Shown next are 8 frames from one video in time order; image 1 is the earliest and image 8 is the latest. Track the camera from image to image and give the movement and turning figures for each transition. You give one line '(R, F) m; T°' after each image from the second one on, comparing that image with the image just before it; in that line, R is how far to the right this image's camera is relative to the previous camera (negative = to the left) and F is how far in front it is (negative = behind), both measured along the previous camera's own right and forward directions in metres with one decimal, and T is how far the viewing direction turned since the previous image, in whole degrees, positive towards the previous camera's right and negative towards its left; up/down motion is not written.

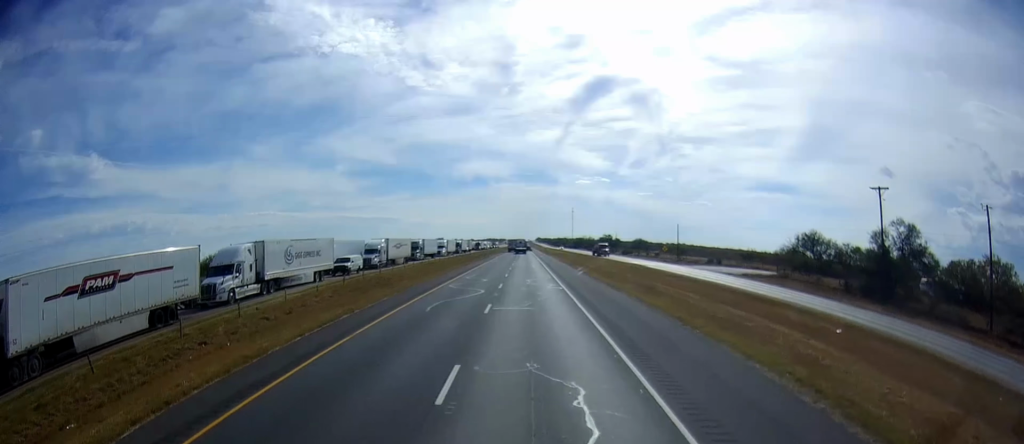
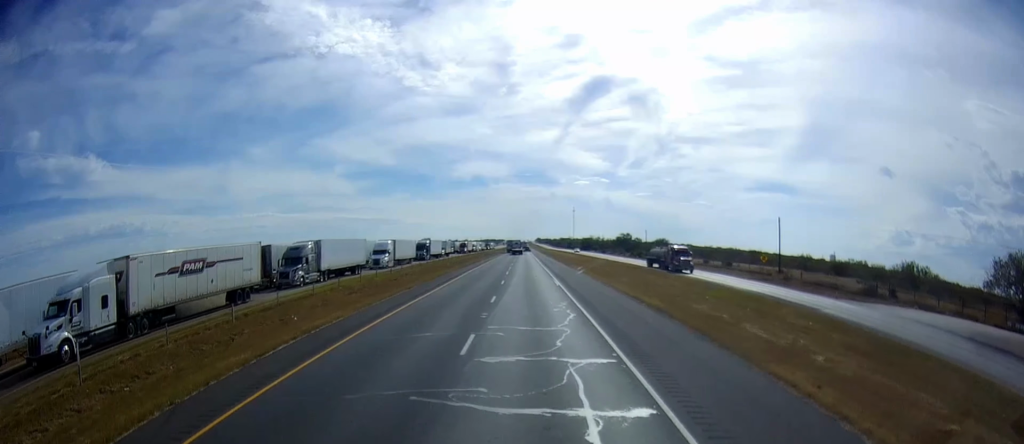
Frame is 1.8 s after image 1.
(-0.5, +56.0) m; -1°
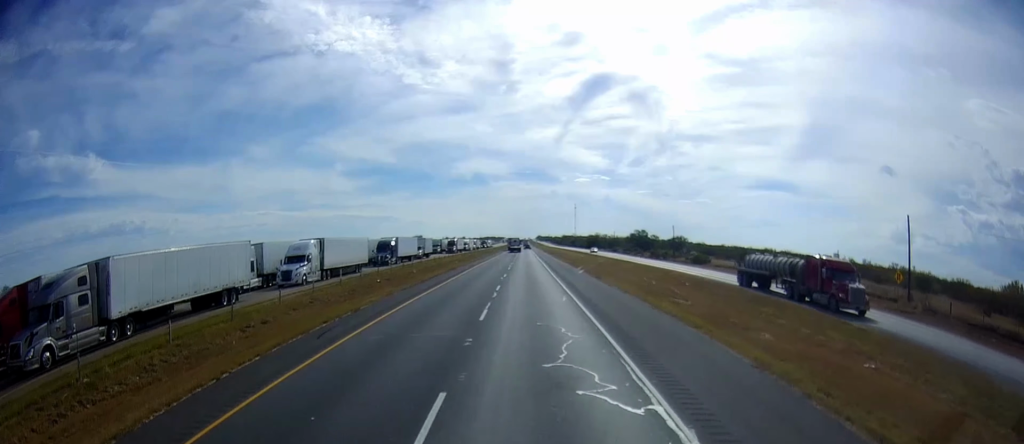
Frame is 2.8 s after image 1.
(-0.3, +30.5) m; -1°
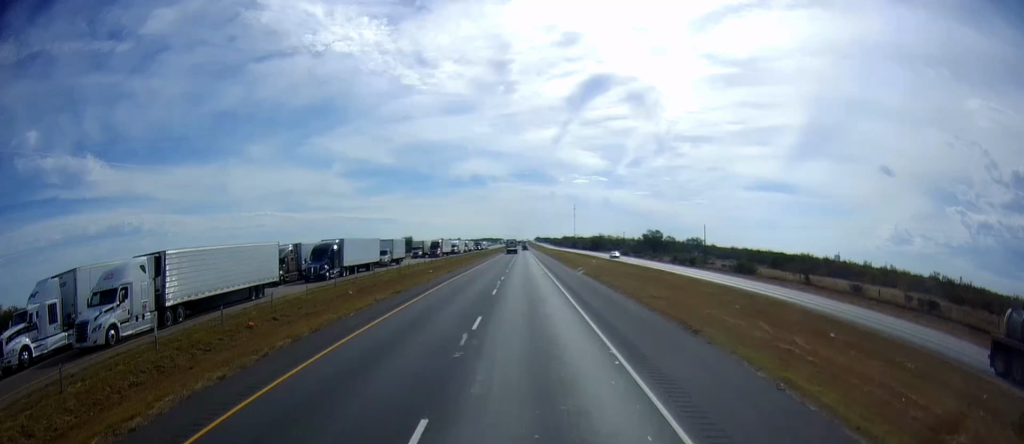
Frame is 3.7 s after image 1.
(-0.5, +25.5) m; +1°
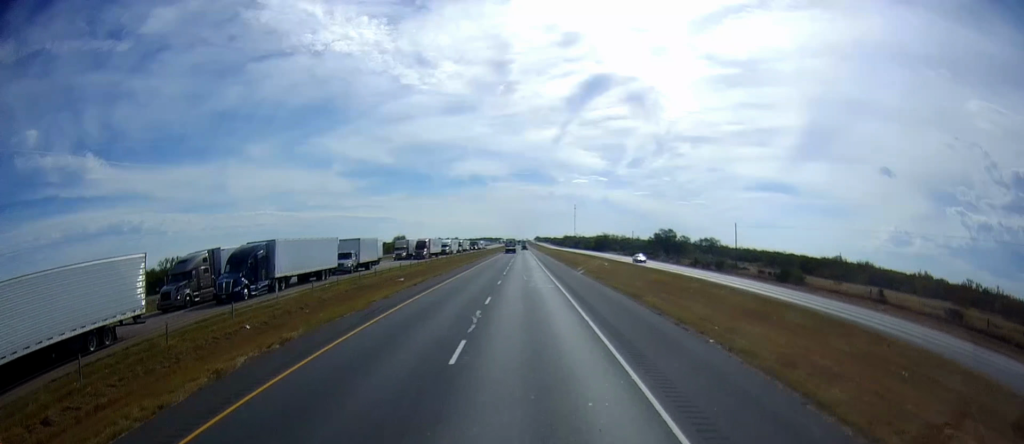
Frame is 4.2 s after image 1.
(+0.7, +17.3) m; +1°
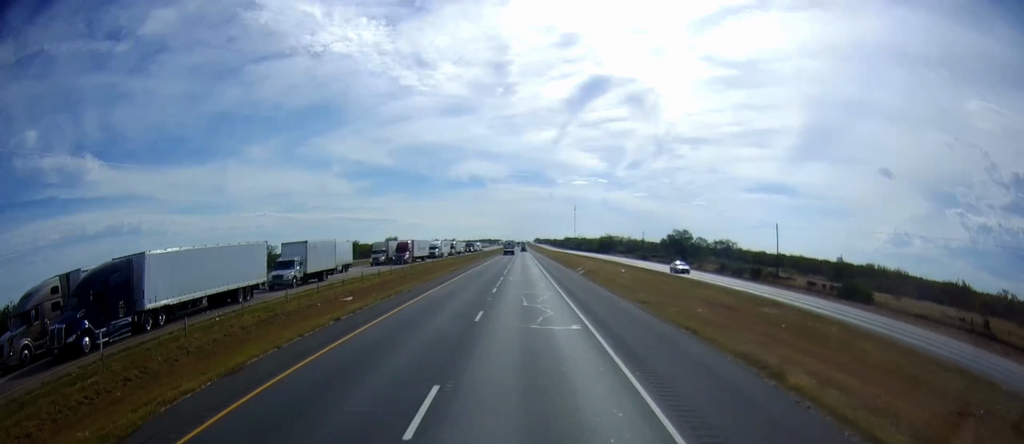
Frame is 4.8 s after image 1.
(+0.2, +16.8) m; 0°
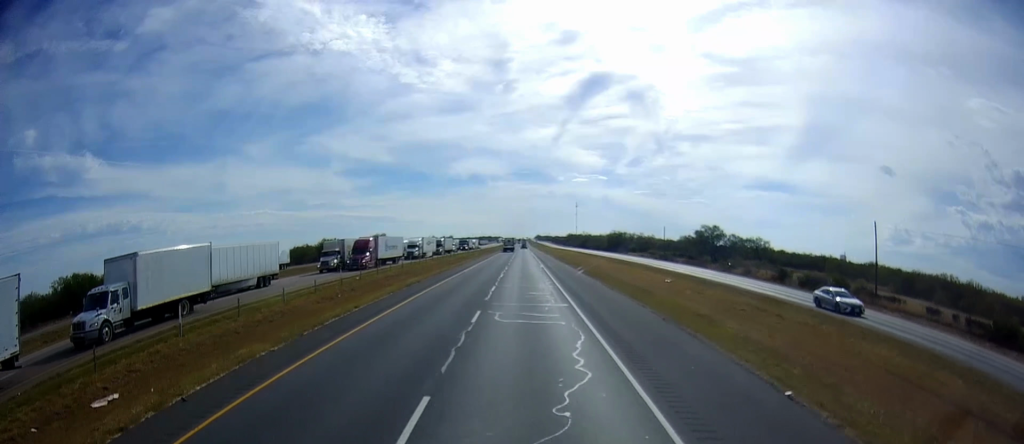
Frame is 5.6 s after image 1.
(-0.2, +24.9) m; -1°
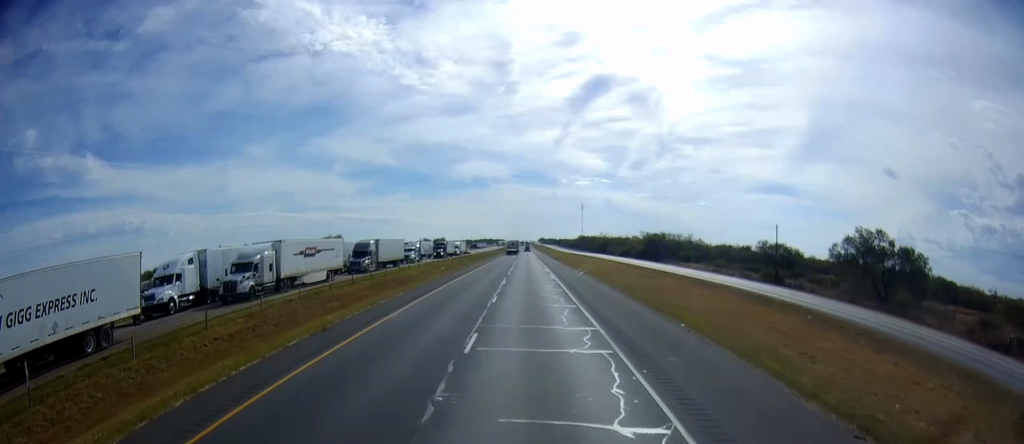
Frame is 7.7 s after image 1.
(-0.1, +65.2) m; 0°
